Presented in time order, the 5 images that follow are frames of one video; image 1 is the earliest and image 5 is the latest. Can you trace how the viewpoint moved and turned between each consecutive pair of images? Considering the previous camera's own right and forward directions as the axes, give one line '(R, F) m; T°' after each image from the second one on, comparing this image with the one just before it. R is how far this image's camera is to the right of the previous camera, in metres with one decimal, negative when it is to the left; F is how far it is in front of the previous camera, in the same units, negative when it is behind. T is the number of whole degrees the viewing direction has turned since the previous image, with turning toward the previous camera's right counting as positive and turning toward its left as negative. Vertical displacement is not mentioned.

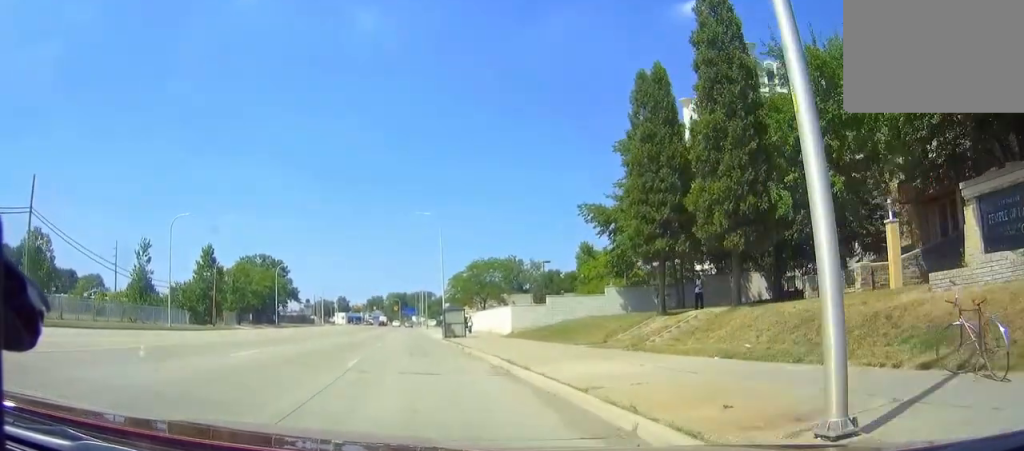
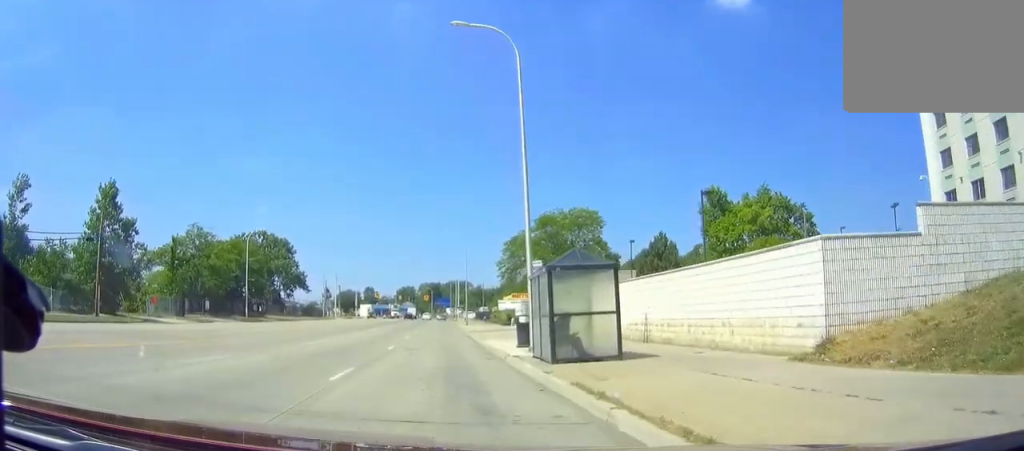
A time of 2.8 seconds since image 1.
(-1.3, +39.6) m; -2°
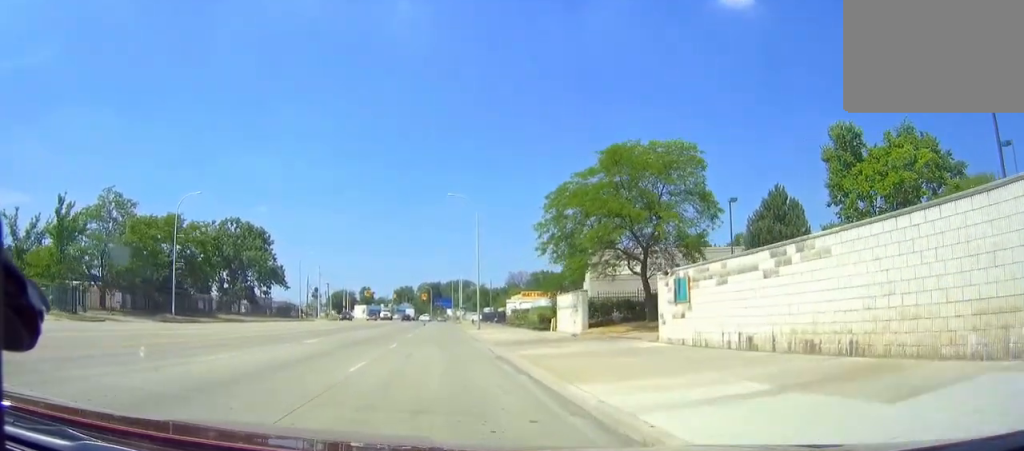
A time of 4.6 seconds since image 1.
(-0.1, +24.6) m; -1°
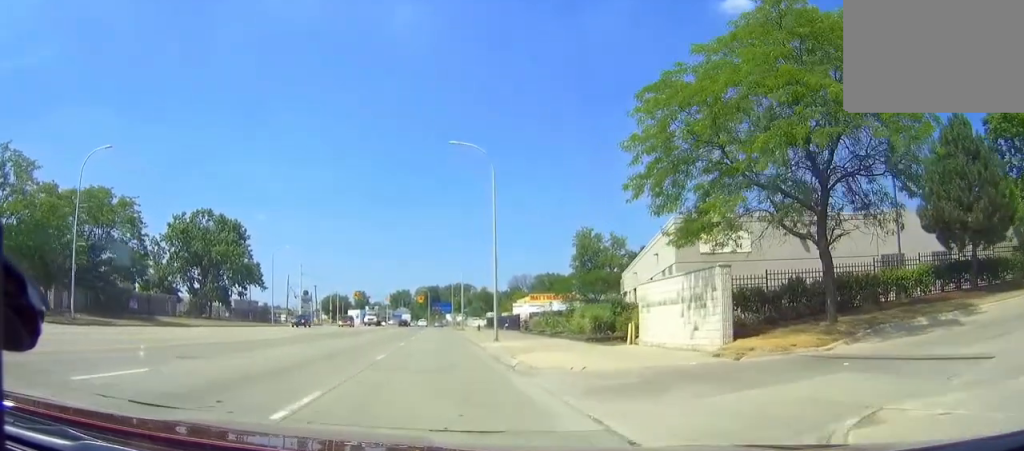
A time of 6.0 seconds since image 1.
(-0.1, +18.3) m; 0°
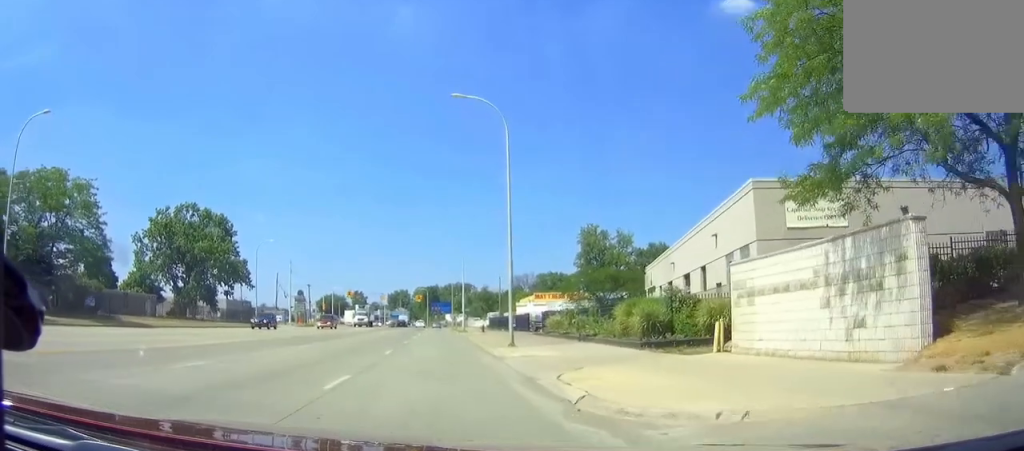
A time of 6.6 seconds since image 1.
(0.0, +8.3) m; 0°
